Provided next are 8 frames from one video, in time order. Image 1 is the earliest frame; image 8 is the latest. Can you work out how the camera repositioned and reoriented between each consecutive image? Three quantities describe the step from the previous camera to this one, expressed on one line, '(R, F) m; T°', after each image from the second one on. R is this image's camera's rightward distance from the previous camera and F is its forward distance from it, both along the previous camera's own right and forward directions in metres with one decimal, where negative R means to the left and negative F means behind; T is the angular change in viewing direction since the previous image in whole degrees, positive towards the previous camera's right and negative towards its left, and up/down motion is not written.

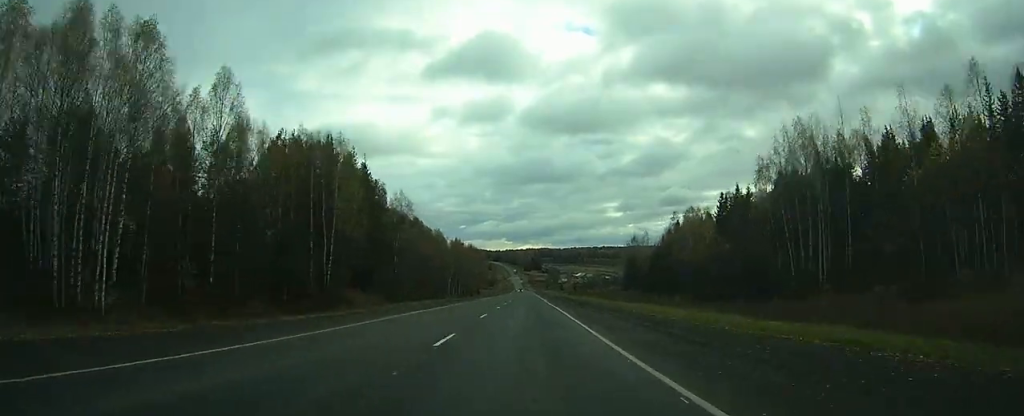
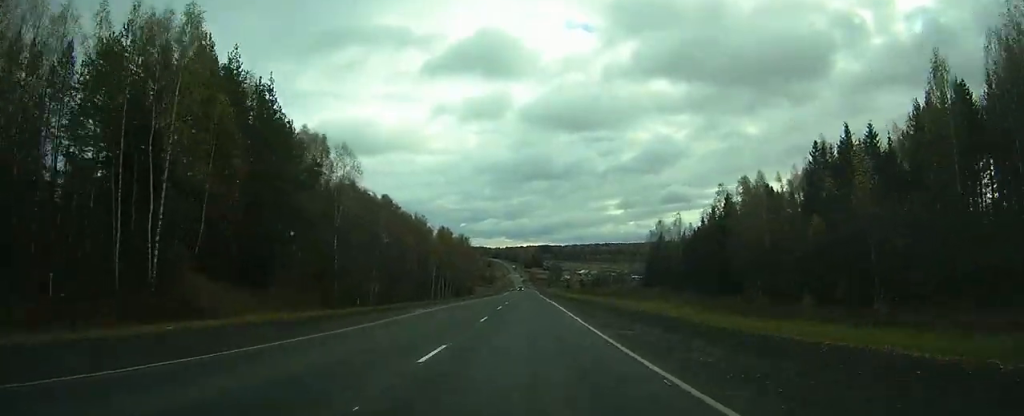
(-0.1, +38.1) m; 0°
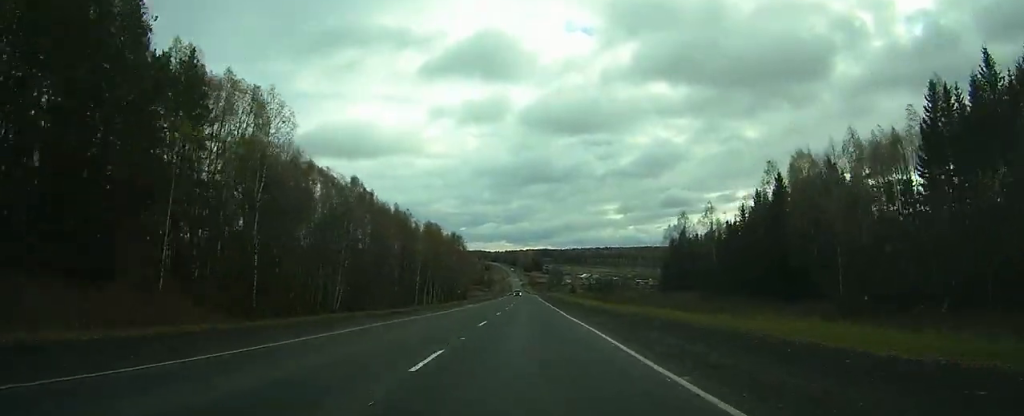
(0.0, +24.9) m; 0°
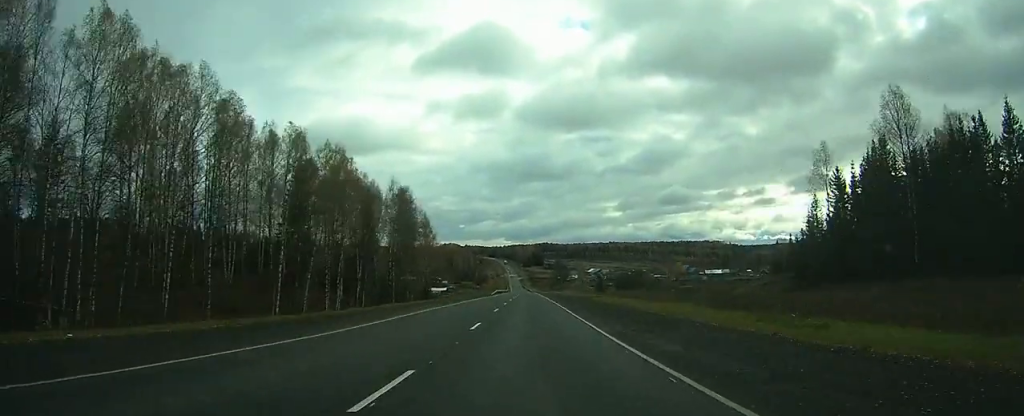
(+0.1, +86.6) m; 0°
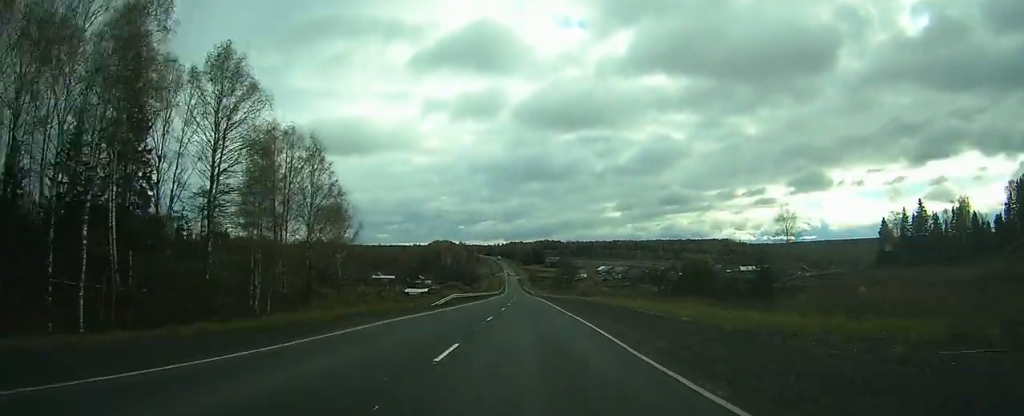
(0.0, +79.5) m; 0°
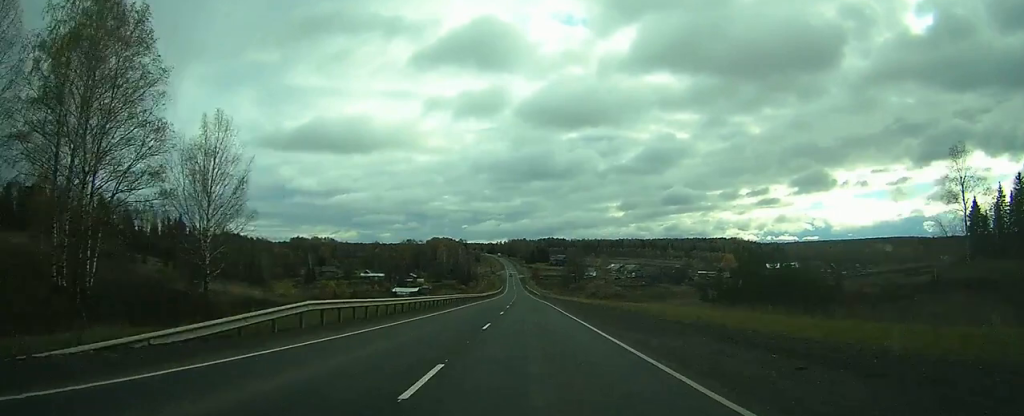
(-0.2, +39.1) m; 0°
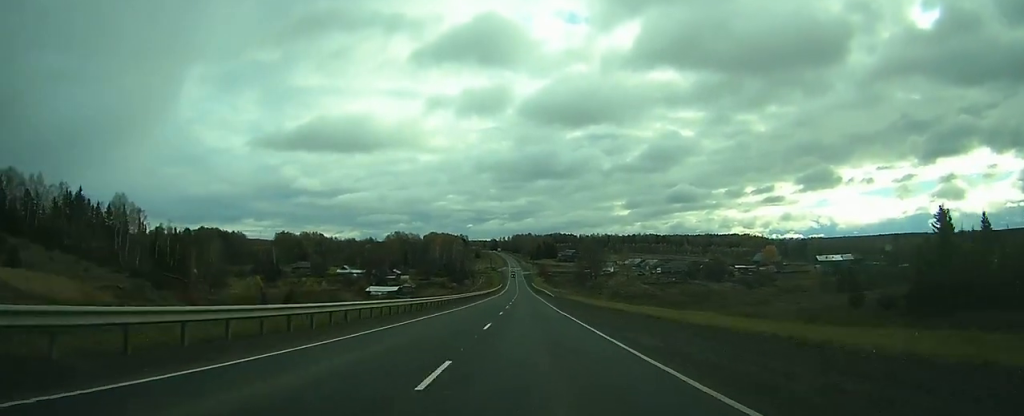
(-0.2, +58.8) m; -1°
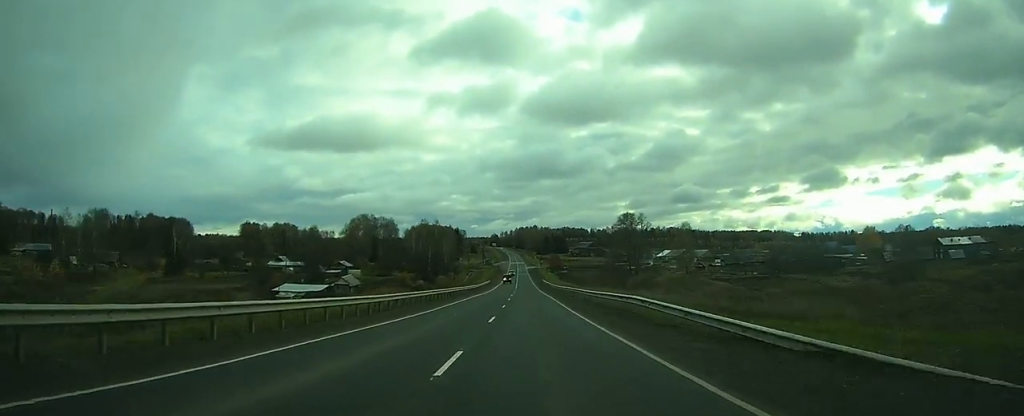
(-1.0, +94.4) m; -1°
